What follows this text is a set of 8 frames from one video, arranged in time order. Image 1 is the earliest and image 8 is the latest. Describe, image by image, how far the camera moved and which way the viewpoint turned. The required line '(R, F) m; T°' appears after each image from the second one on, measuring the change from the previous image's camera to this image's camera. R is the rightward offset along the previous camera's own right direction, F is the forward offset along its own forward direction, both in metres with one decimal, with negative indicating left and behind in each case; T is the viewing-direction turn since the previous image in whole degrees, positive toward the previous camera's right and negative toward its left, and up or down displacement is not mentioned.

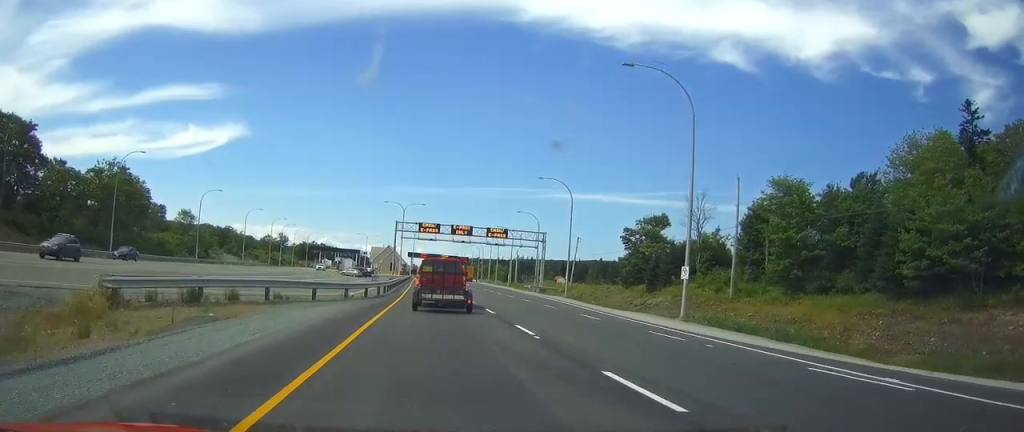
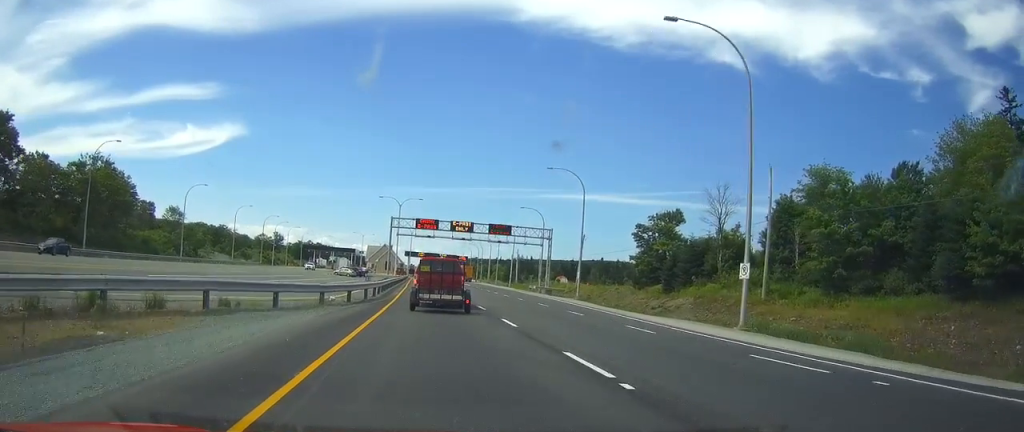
(+0.1, +6.6) m; 0°
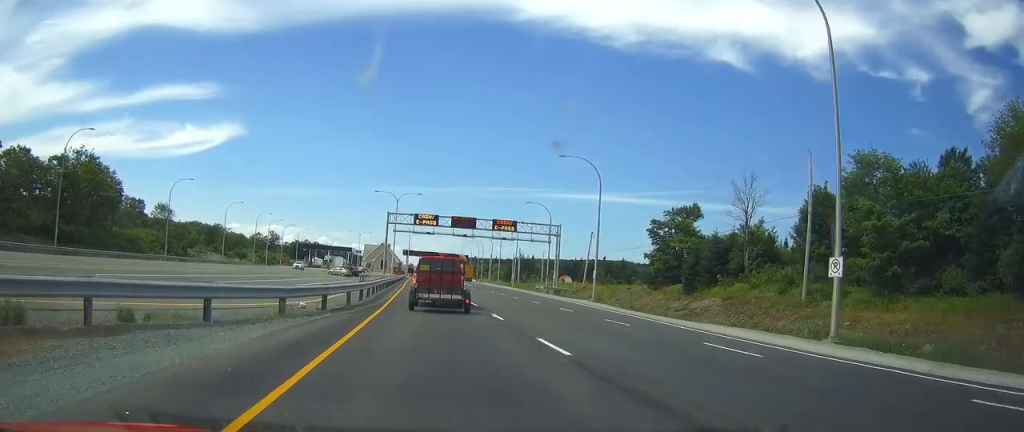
(0.0, +6.6) m; 0°
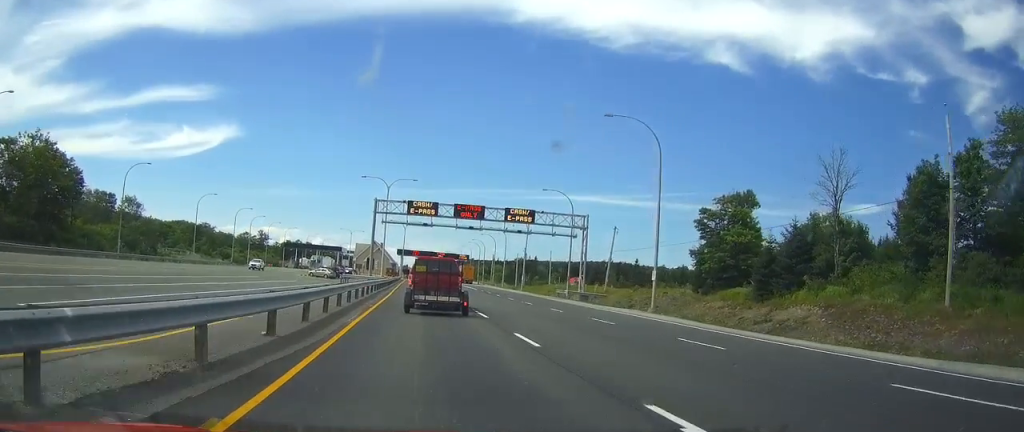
(0.0, +16.4) m; 0°
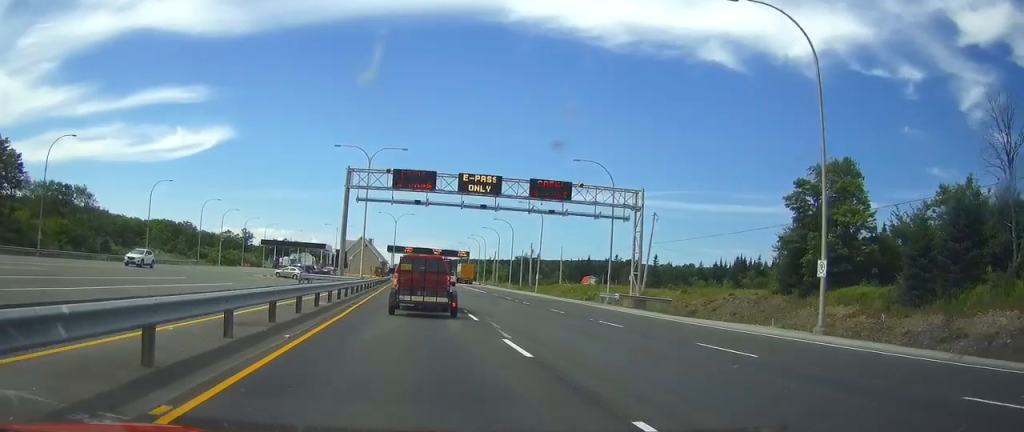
(0.0, +19.8) m; 0°
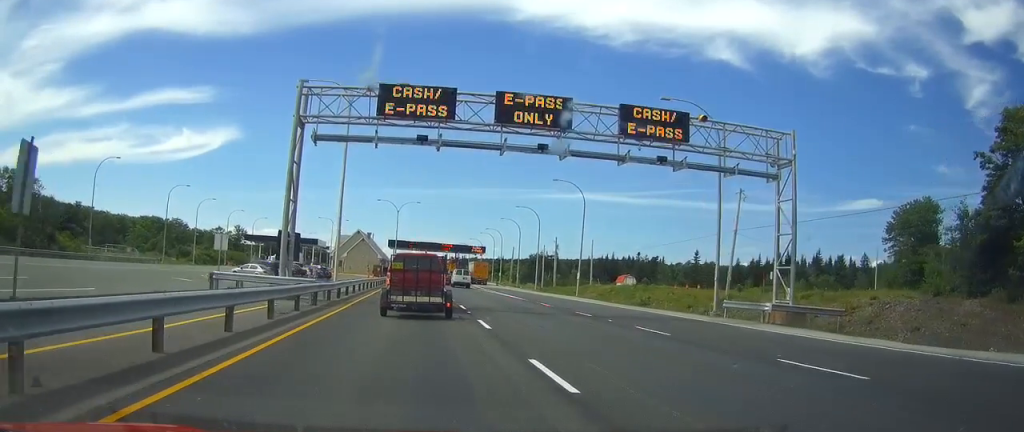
(0.0, +21.9) m; -1°
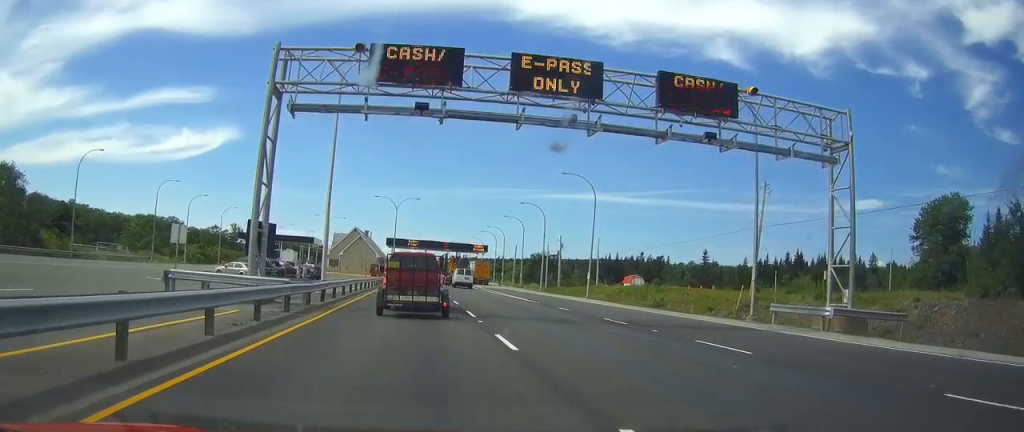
(0.0, +4.8) m; 0°
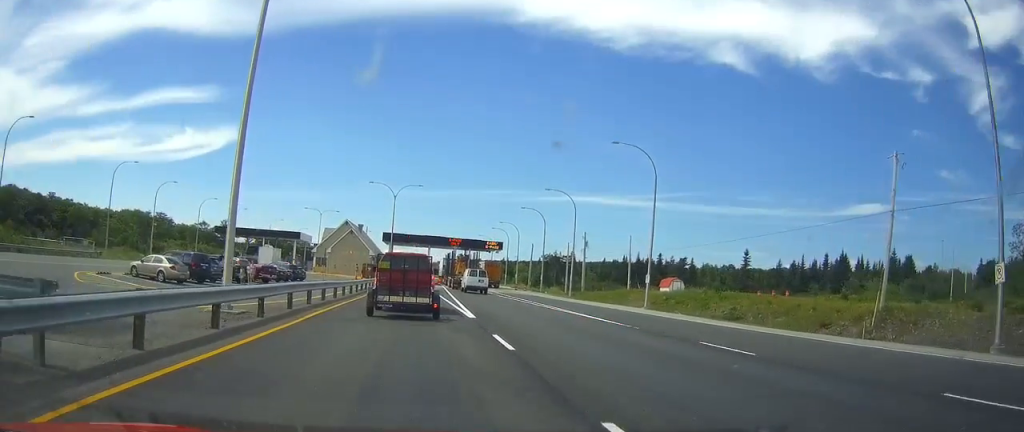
(-0.1, +18.0) m; 0°
